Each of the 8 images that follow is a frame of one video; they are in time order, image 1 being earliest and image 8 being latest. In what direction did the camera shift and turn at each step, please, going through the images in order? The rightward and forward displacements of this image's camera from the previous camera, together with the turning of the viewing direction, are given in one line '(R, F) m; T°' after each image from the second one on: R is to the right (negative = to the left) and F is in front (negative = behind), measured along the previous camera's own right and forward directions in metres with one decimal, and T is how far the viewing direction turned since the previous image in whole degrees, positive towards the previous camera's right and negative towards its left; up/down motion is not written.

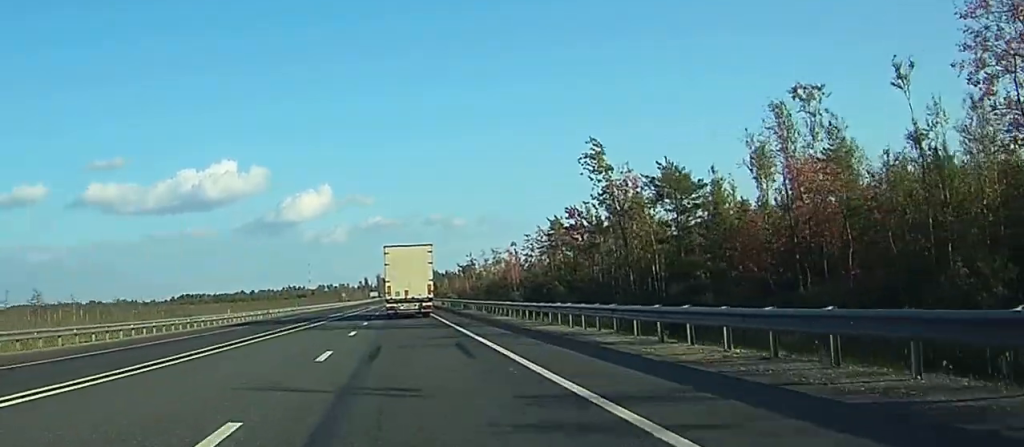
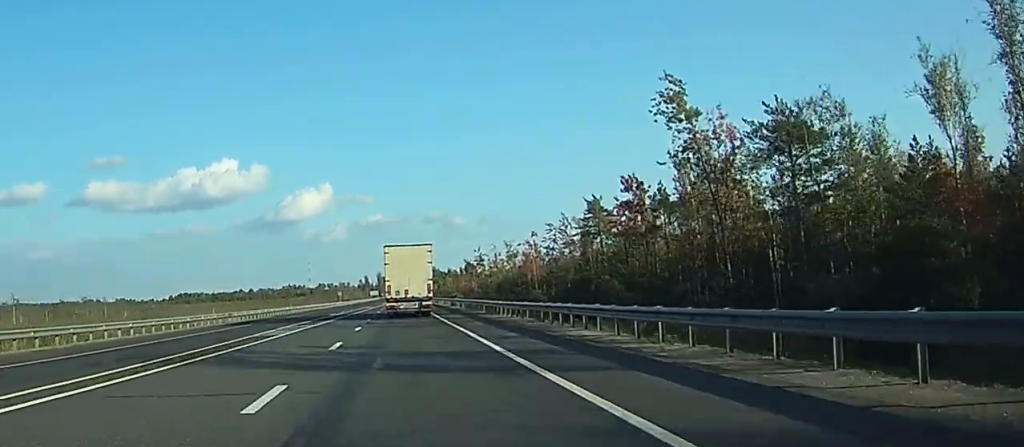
(0.0, +19.9) m; 0°
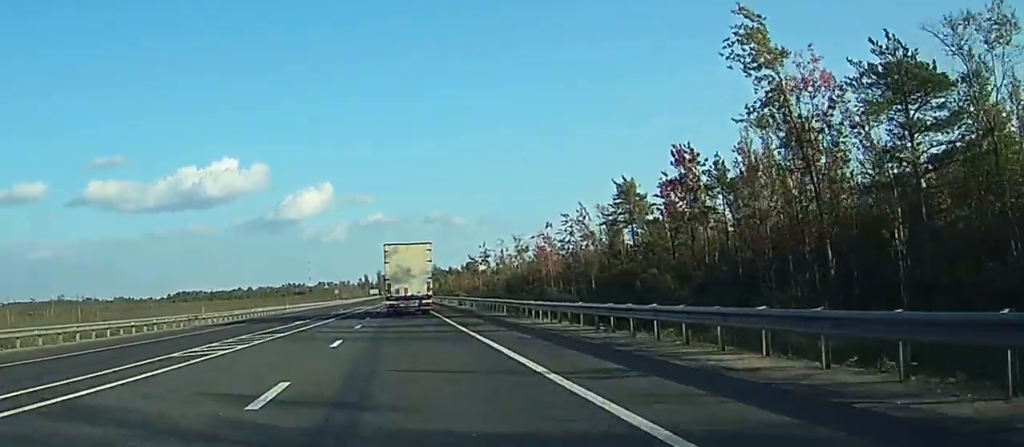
(0.0, +11.4) m; 0°
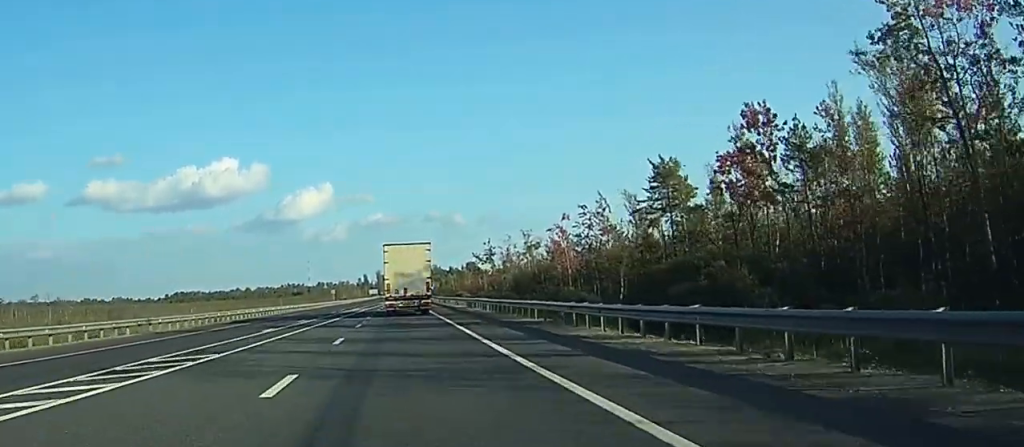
(0.0, +10.7) m; 0°
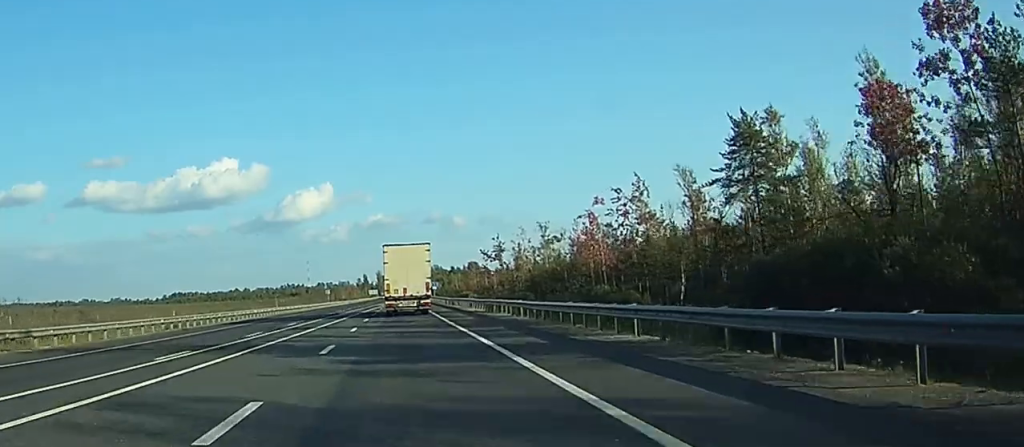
(0.0, +15.2) m; 0°
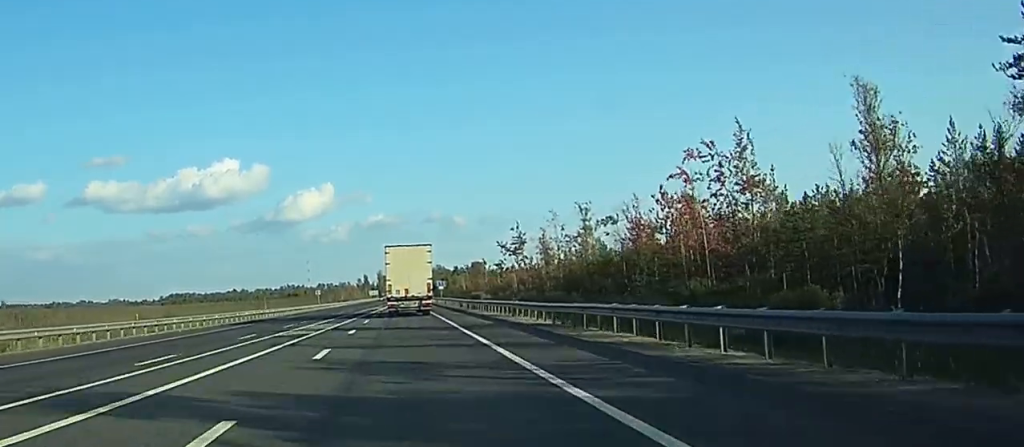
(0.0, +25.1) m; 0°
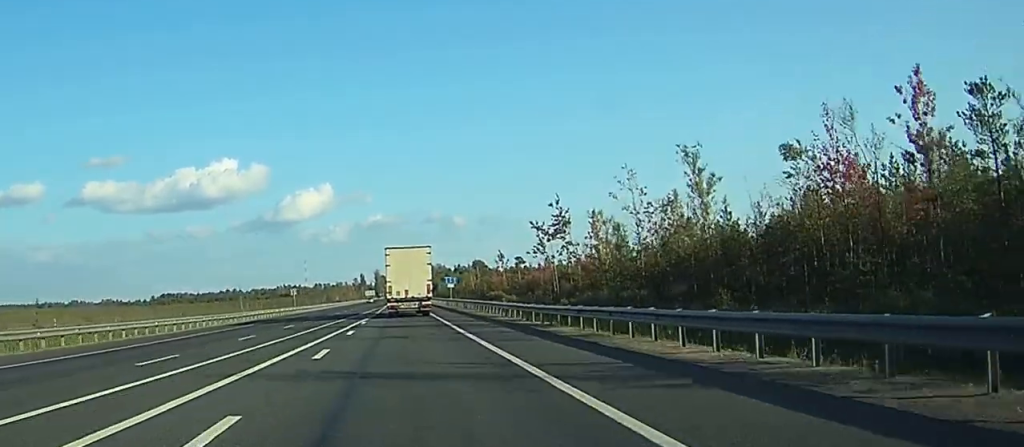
(+0.1, +35.0) m; 0°
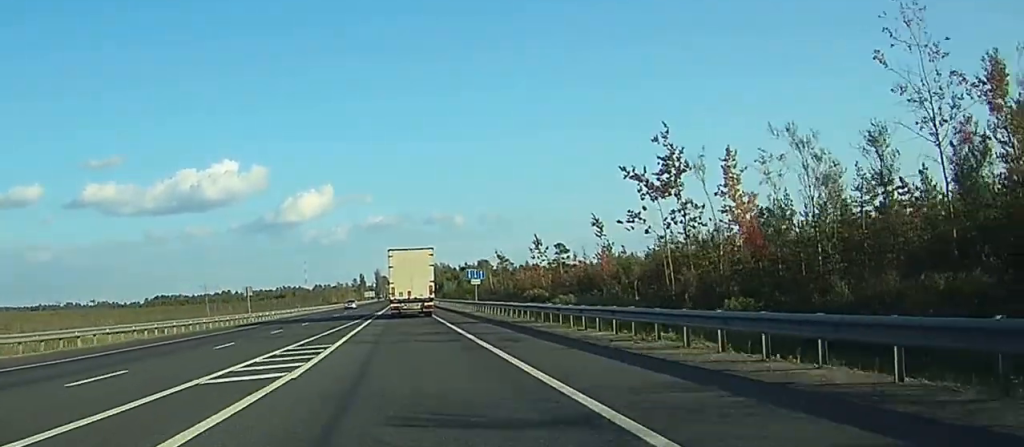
(+0.1, +39.5) m; 0°
